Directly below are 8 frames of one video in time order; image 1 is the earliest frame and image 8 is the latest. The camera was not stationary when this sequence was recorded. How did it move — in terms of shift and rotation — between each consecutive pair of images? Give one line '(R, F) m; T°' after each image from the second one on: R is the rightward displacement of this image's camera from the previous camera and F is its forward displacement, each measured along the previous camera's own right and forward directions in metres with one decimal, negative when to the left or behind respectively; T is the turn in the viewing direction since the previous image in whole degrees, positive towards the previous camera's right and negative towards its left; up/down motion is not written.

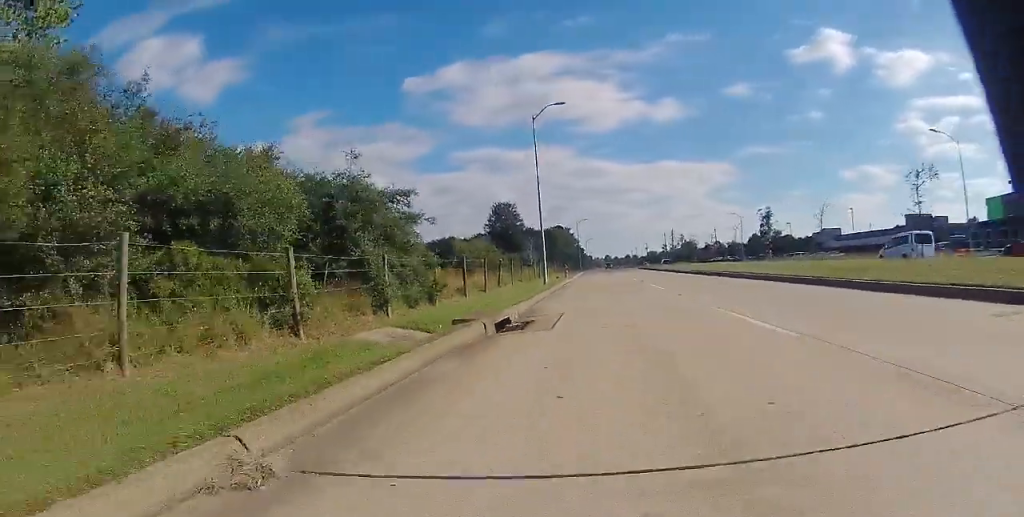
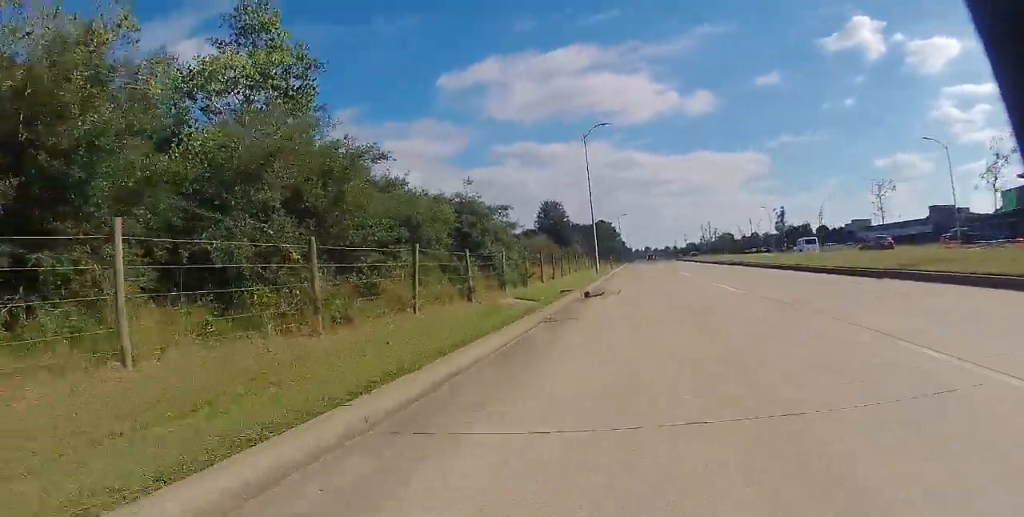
(0.0, +5.4) m; 0°
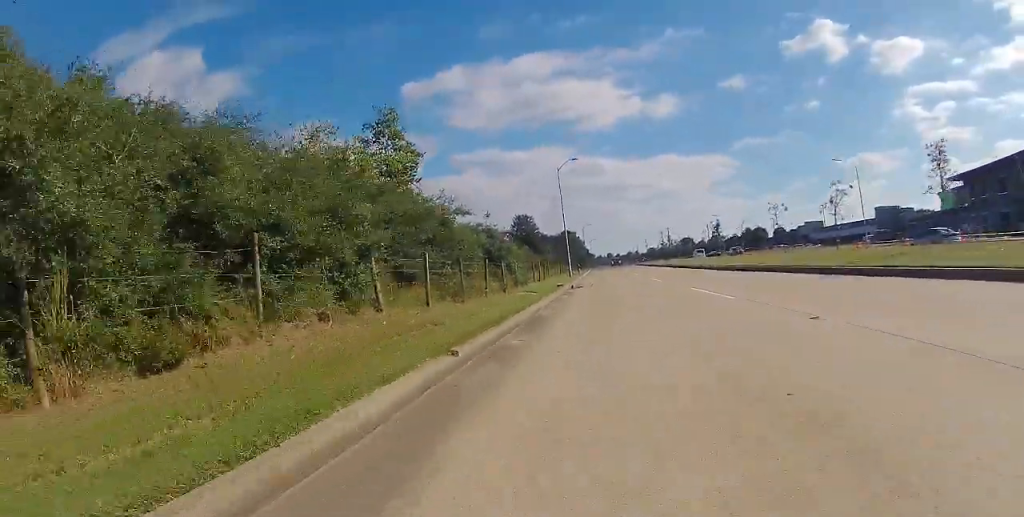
(+0.1, +9.7) m; +2°
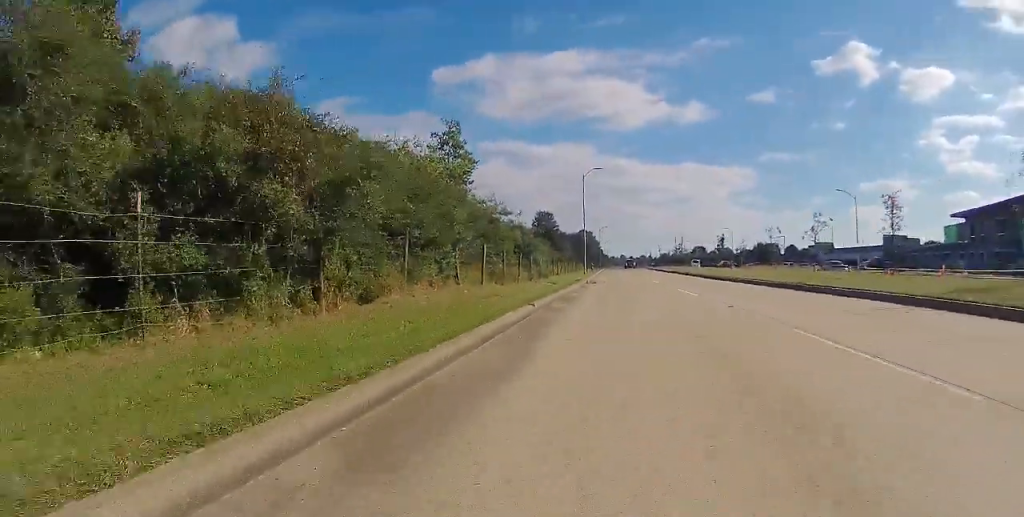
(+0.1, +4.9) m; +1°
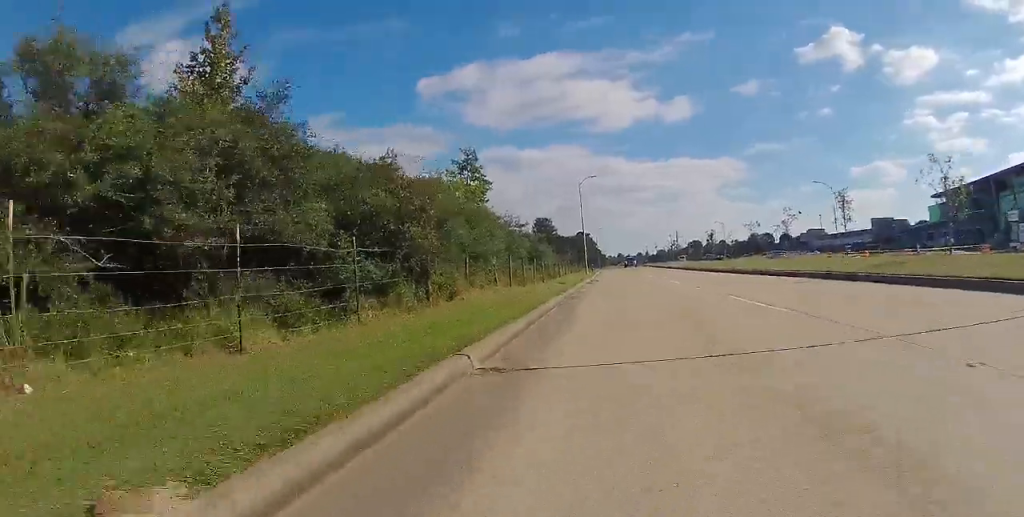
(+0.1, +4.8) m; 0°
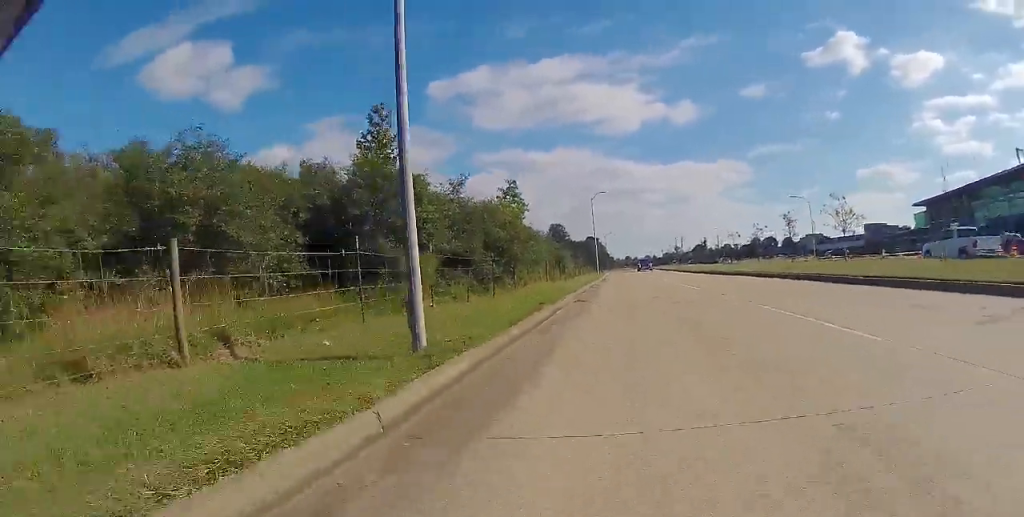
(0.0, +11.2) m; +1°
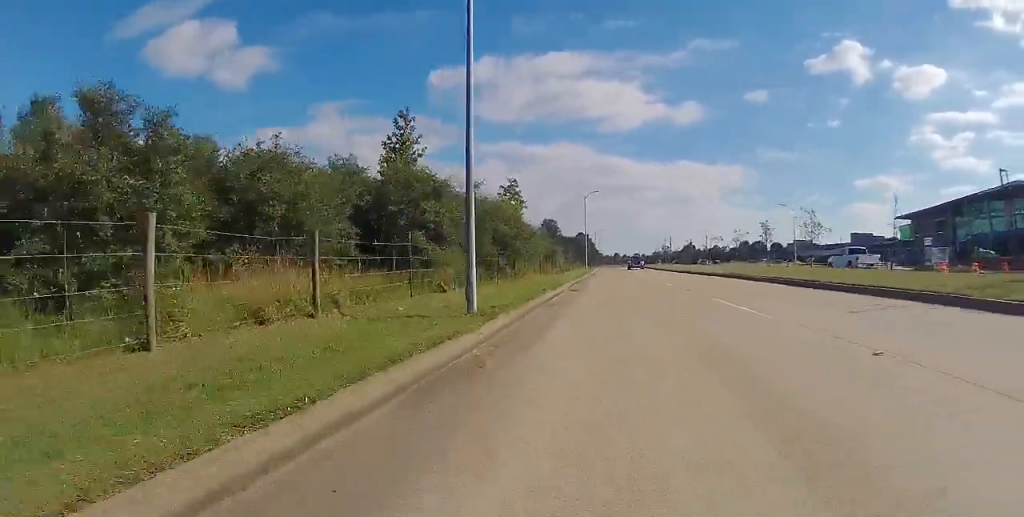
(+0.1, +3.9) m; 0°
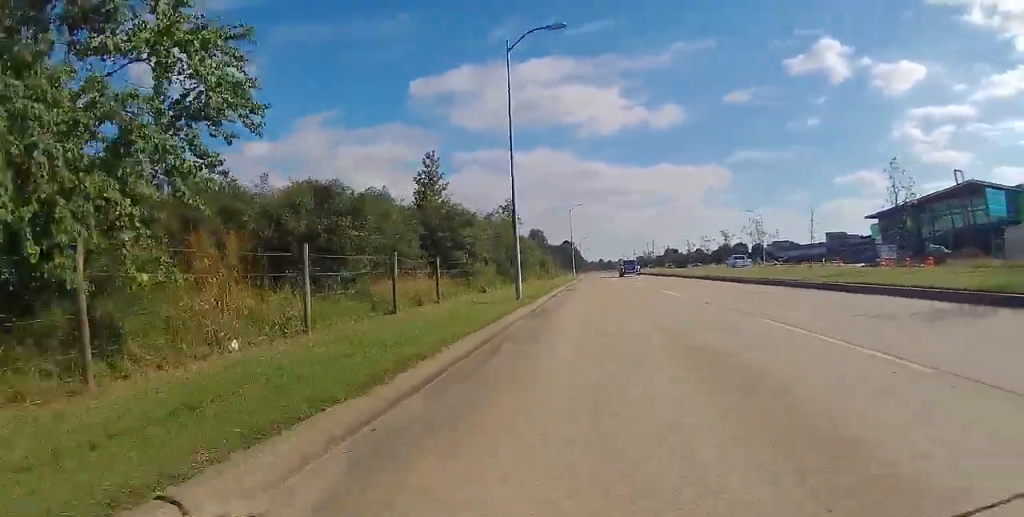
(-0.2, +8.2) m; -3°
